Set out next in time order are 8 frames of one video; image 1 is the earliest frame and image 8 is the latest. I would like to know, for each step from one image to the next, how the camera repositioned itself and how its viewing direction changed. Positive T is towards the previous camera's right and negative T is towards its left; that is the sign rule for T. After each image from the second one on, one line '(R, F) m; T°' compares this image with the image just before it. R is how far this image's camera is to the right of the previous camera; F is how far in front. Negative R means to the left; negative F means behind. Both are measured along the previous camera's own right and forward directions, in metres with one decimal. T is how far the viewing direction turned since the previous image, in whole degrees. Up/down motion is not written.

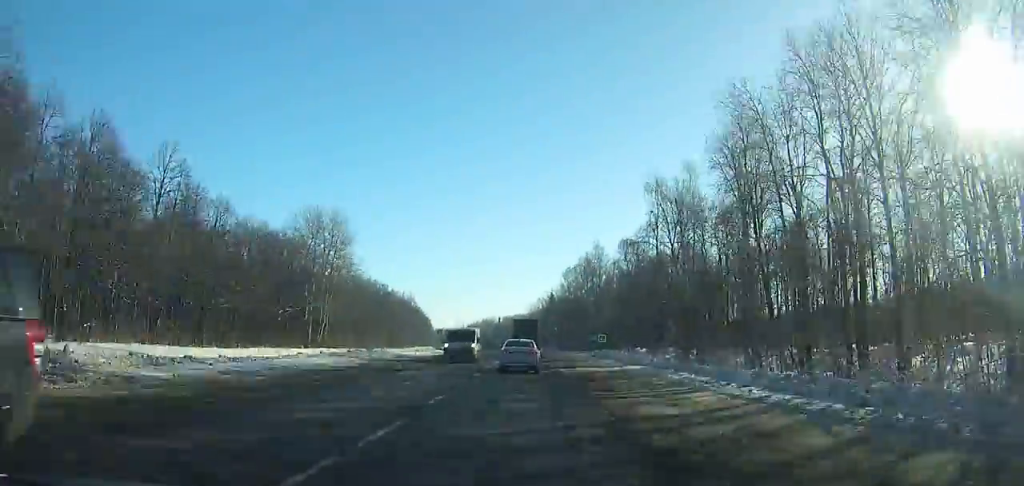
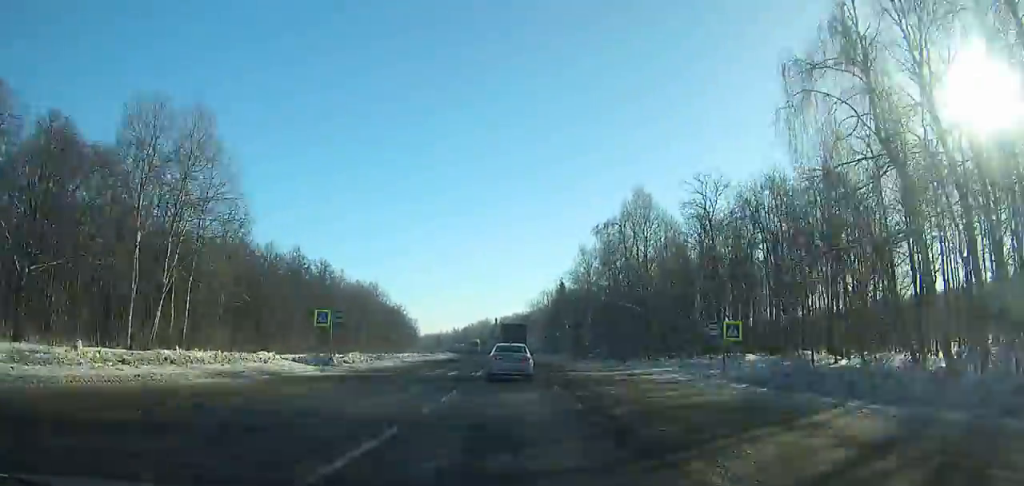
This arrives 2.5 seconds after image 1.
(-0.4, +45.3) m; -1°
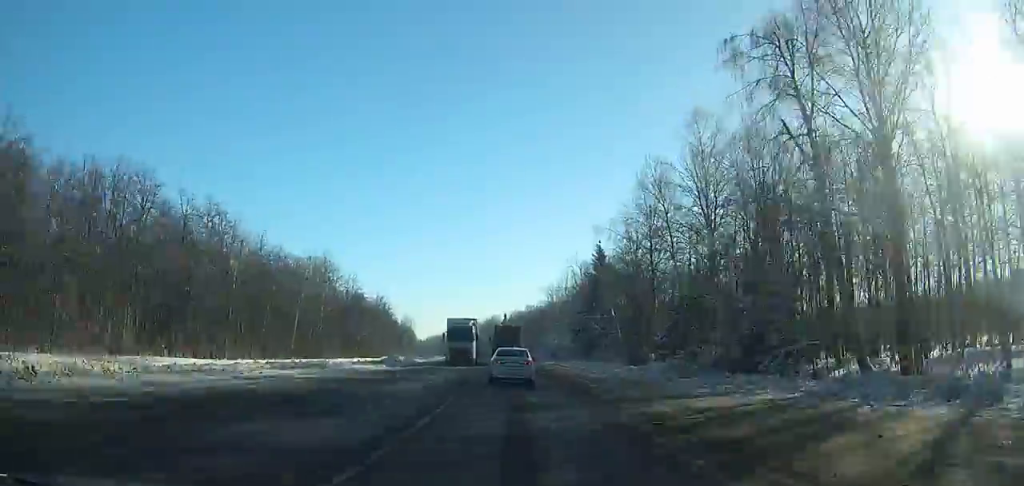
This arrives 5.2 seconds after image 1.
(-0.5, +48.5) m; -1°
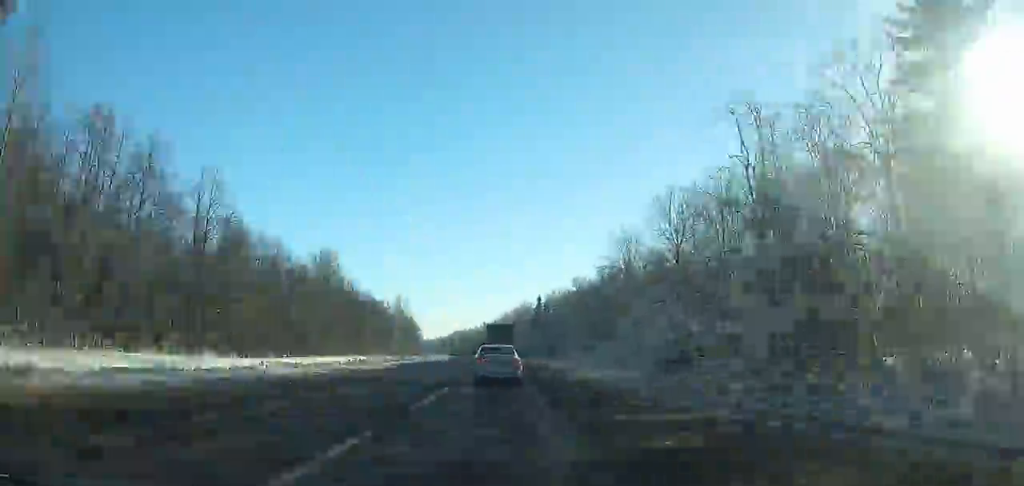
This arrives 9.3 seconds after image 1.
(-1.5, +72.7) m; -3°
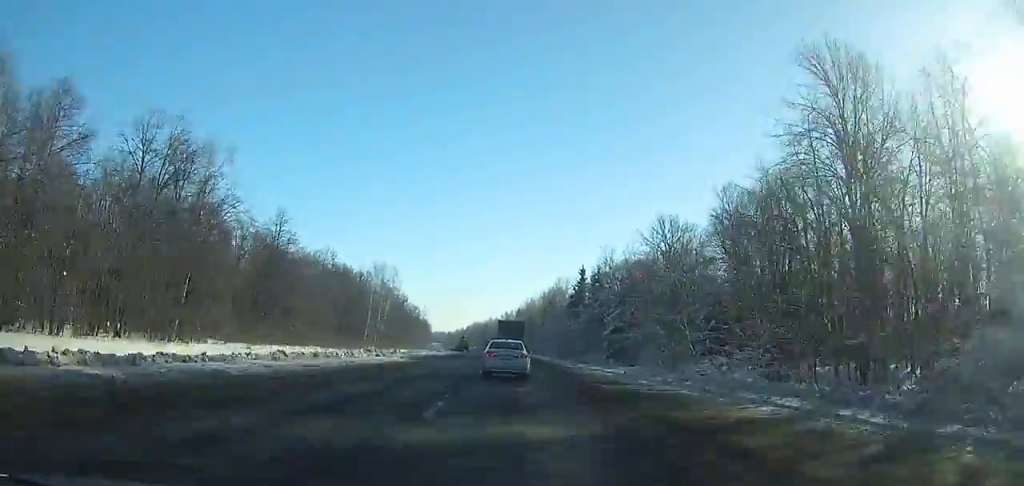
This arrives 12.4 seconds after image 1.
(-1.1, +54.1) m; -2°
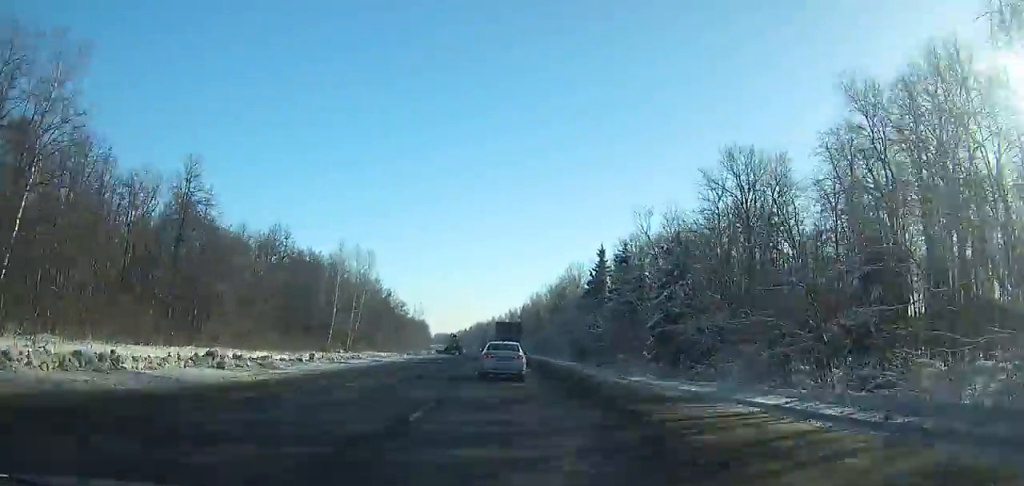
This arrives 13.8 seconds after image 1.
(-0.2, +24.3) m; -1°
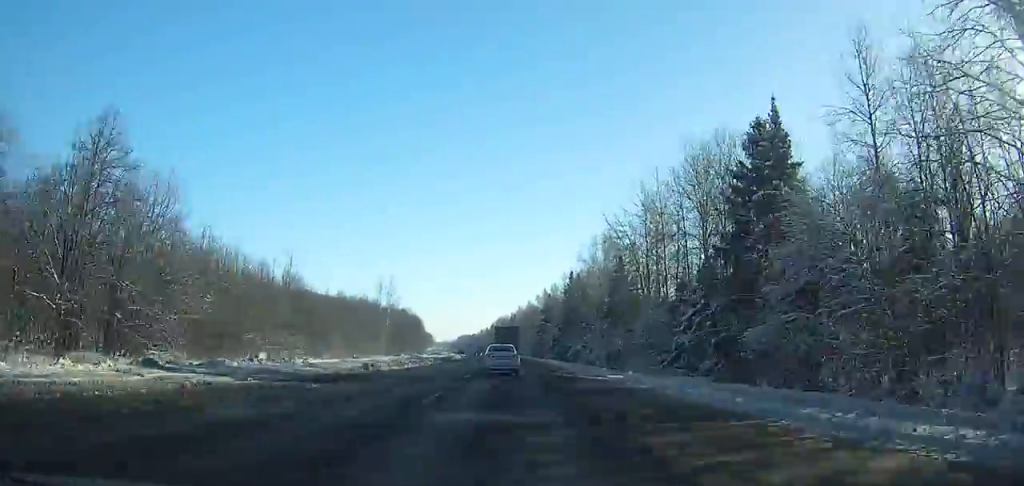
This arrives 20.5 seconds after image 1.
(-2.9, +116.9) m; -3°
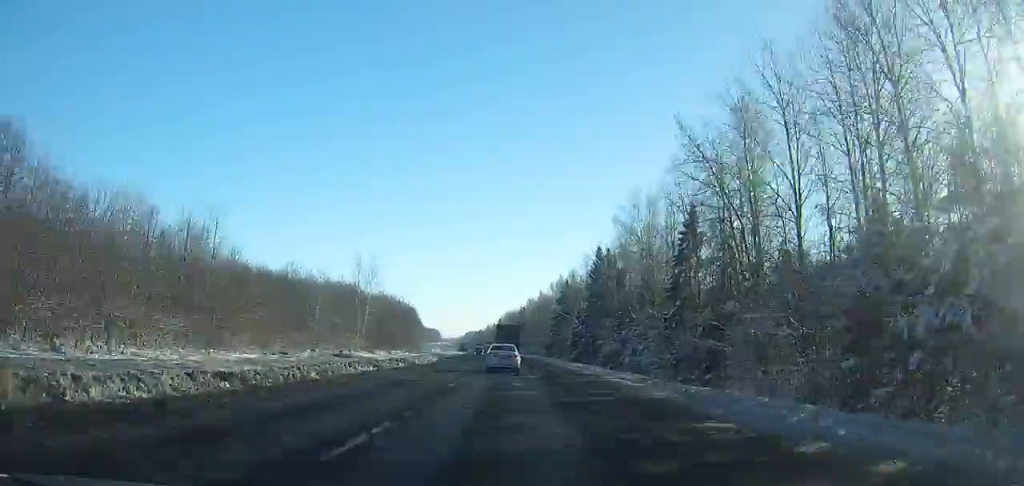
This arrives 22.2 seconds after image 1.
(-0.1, +30.1) m; -1°
